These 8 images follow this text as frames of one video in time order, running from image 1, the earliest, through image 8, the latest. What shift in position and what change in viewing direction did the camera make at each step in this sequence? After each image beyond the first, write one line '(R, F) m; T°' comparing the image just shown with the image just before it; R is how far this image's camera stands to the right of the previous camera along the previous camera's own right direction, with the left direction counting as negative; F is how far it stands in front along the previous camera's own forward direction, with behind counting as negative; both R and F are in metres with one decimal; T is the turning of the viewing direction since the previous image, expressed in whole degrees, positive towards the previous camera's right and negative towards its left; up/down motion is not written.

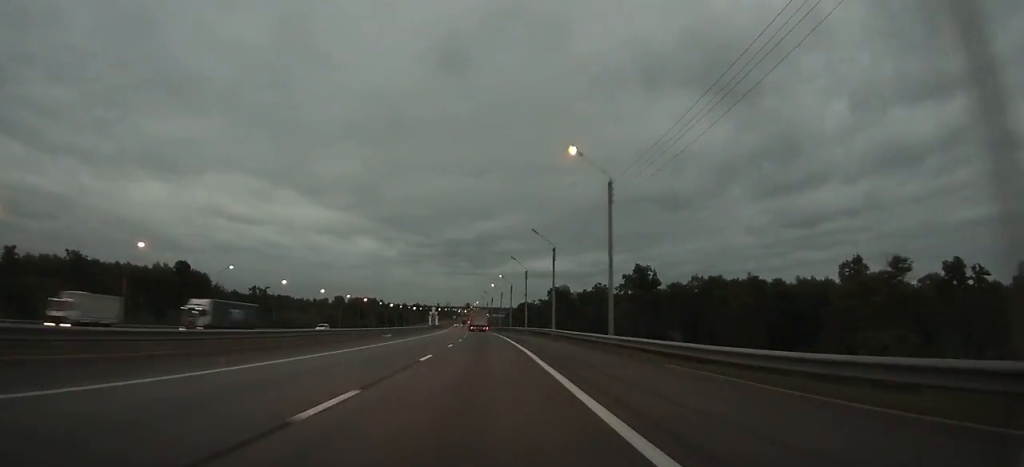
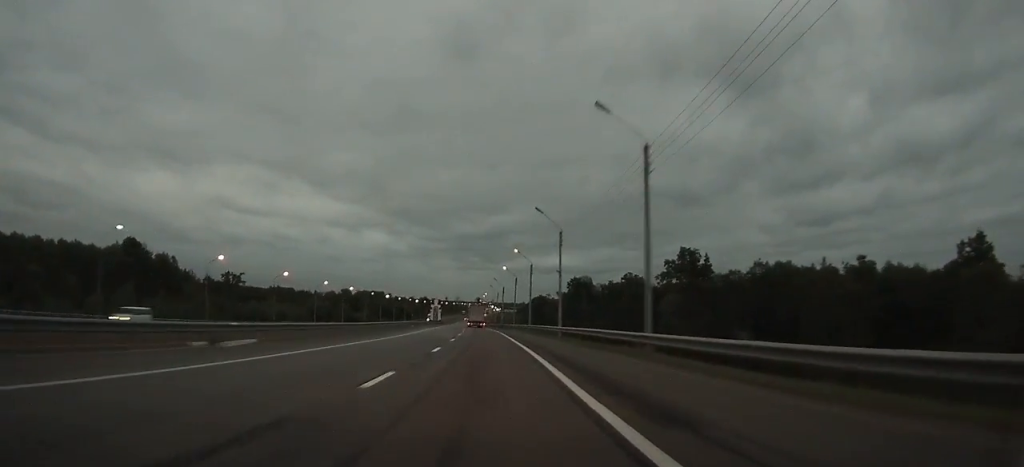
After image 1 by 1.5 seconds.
(0.0, +32.7) m; 0°
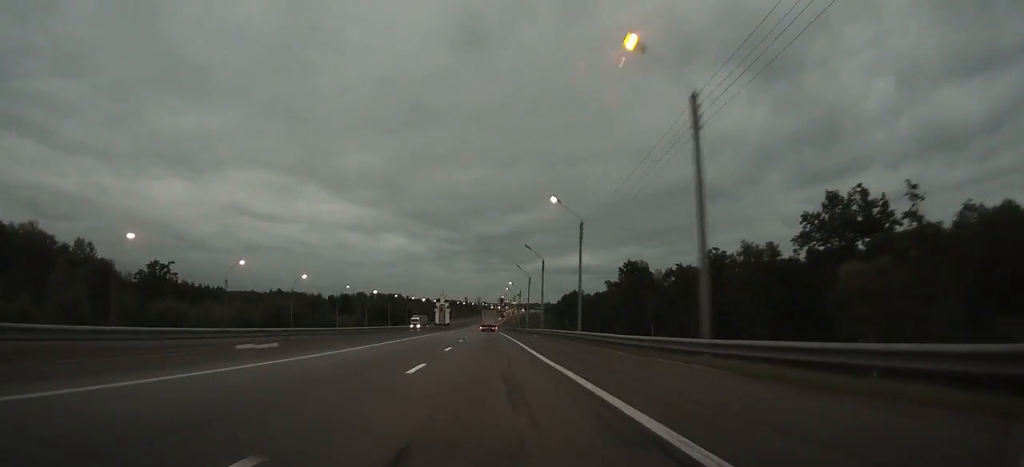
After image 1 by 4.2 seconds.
(-0.5, +56.7) m; -2°
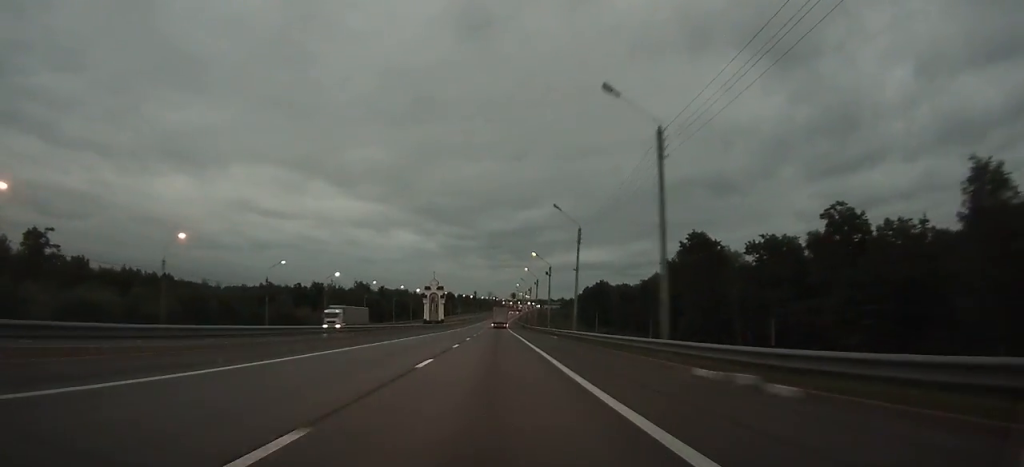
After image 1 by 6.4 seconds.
(-0.8, +46.6) m; -2°
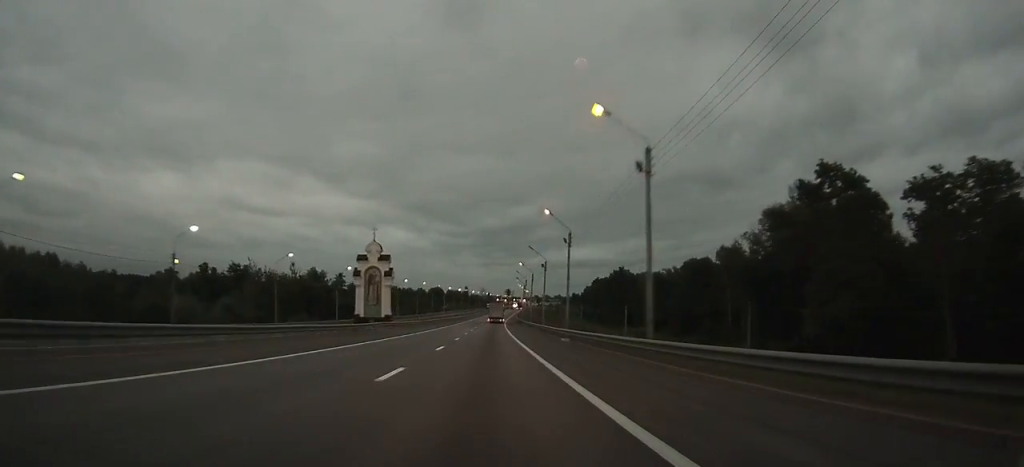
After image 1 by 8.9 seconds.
(-0.6, +51.8) m; -1°
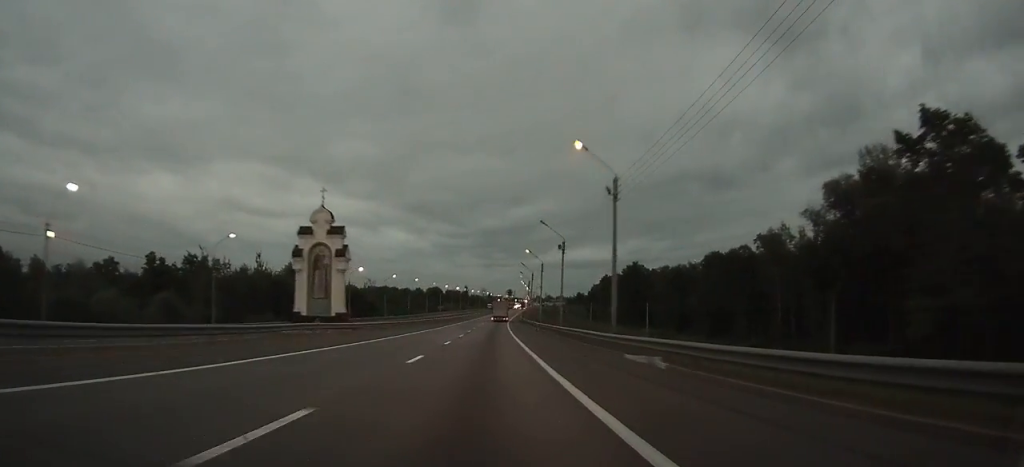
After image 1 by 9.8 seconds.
(0.0, +19.5) m; 0°
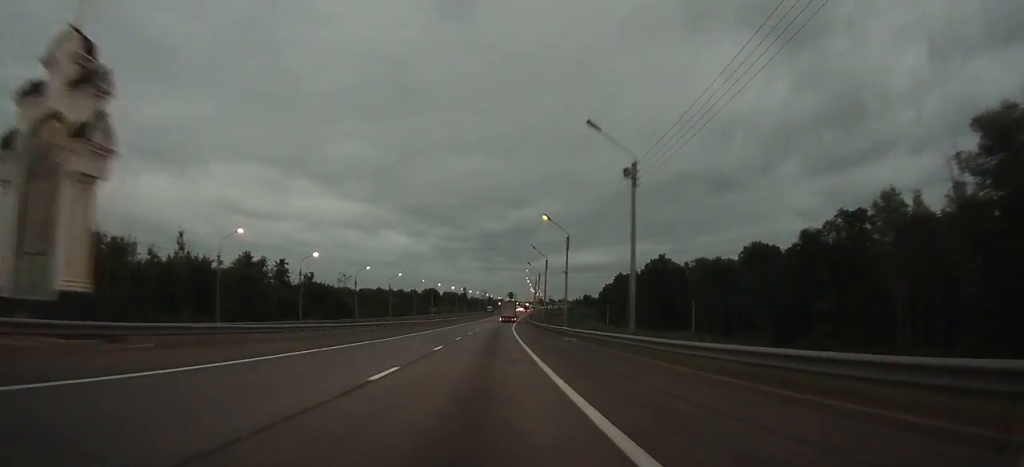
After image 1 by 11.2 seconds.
(+0.1, +29.1) m; 0°
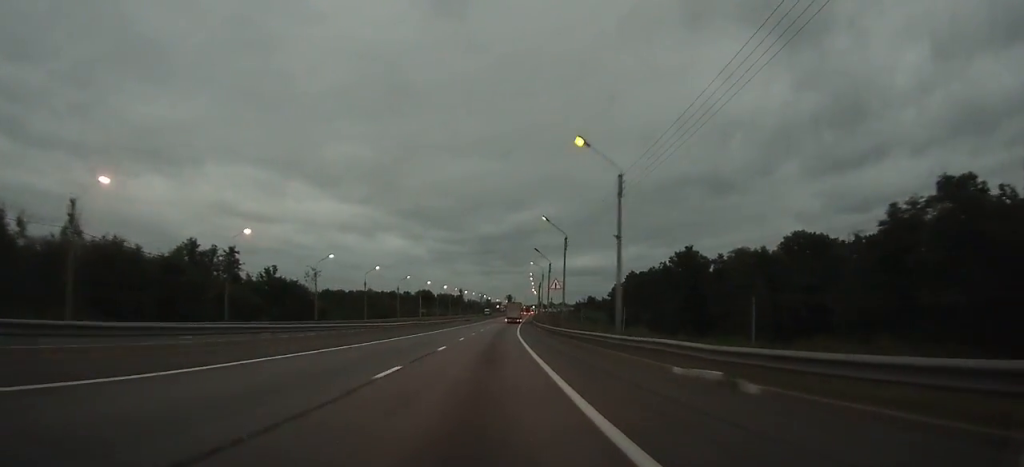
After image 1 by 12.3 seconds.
(0.0, +23.5) m; 0°
